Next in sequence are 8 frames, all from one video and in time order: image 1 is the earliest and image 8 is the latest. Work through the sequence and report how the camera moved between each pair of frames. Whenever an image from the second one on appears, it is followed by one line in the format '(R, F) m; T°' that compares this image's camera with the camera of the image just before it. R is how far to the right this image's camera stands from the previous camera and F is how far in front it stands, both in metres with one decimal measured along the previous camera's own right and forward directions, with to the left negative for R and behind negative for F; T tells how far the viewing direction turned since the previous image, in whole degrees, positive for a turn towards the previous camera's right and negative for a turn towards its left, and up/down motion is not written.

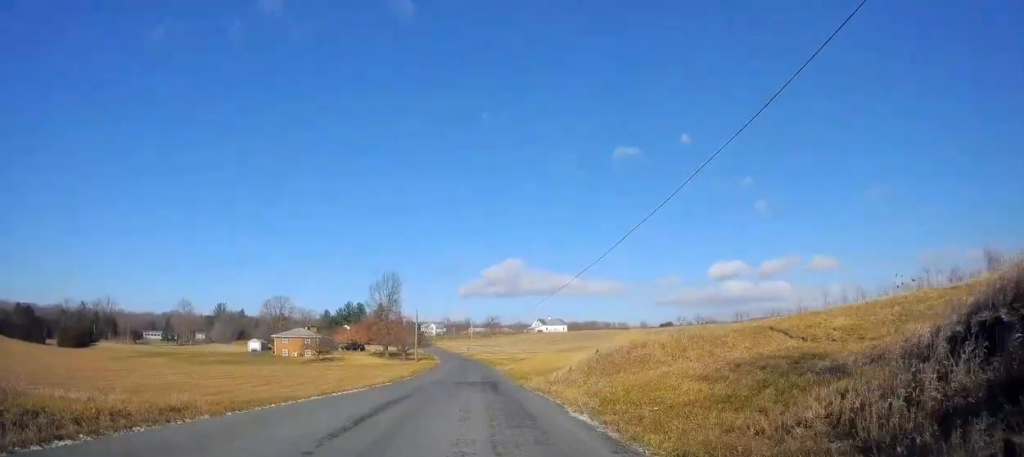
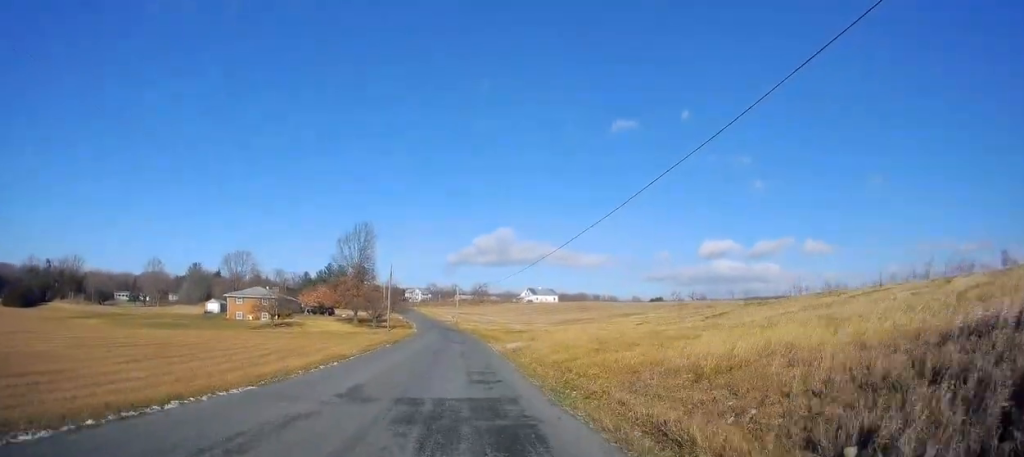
(0.0, +18.2) m; -1°
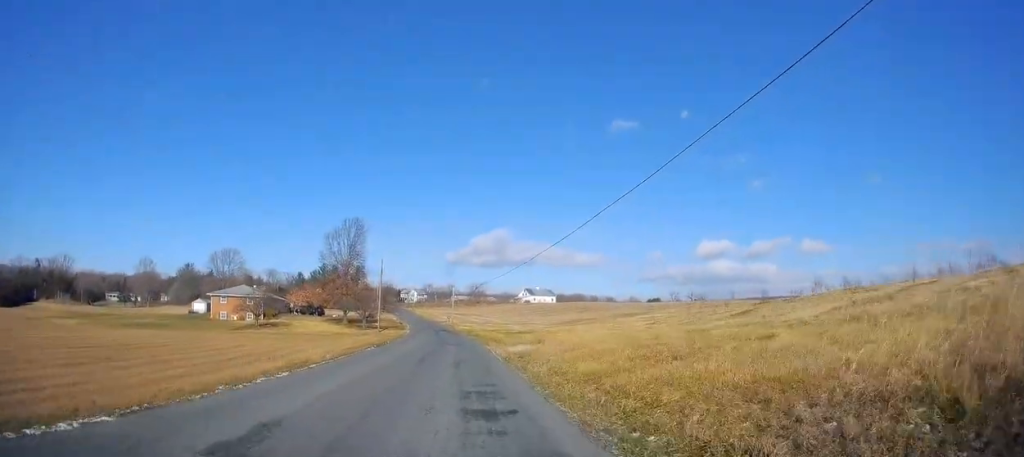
(+0.3, +5.3) m; -2°
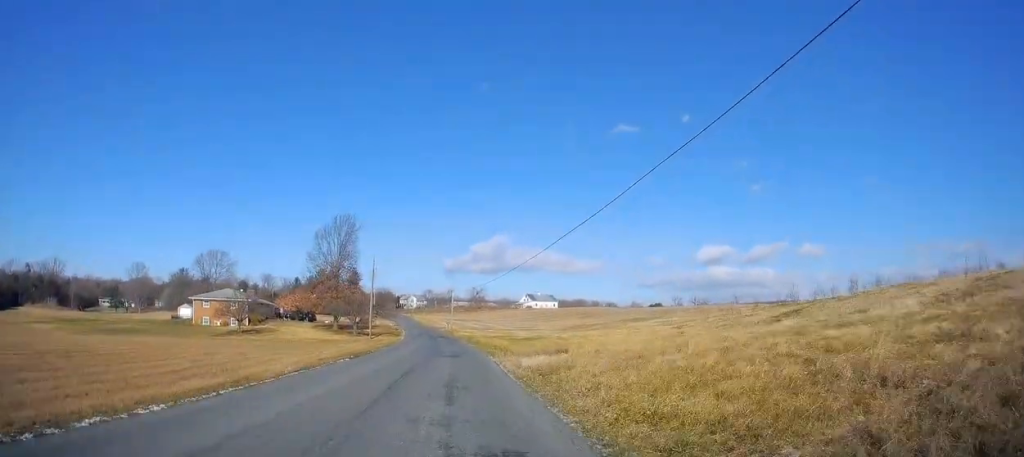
(-0.5, +6.5) m; -2°
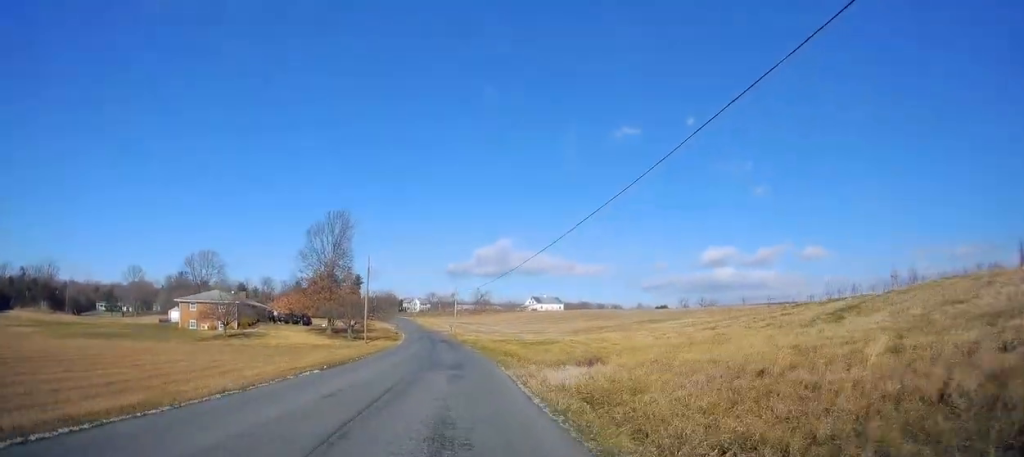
(-0.2, +5.7) m; +1°
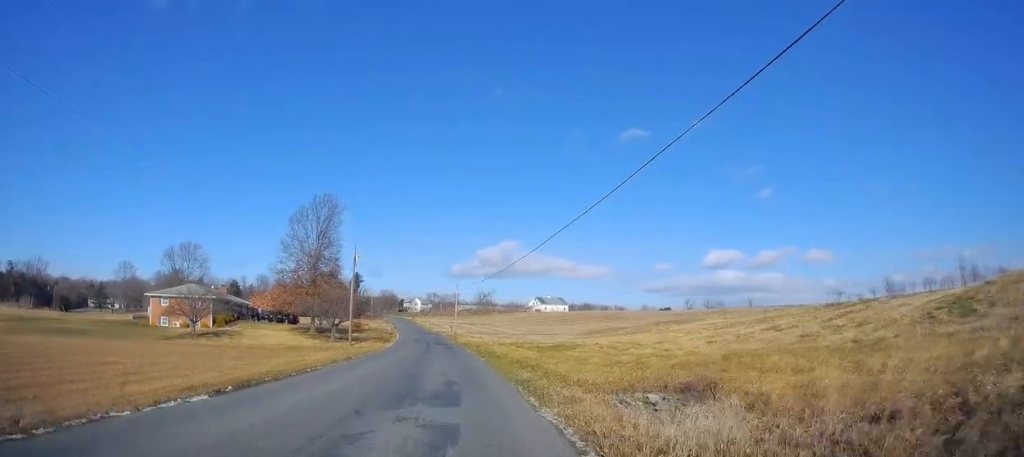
(+0.5, +8.9) m; +4°
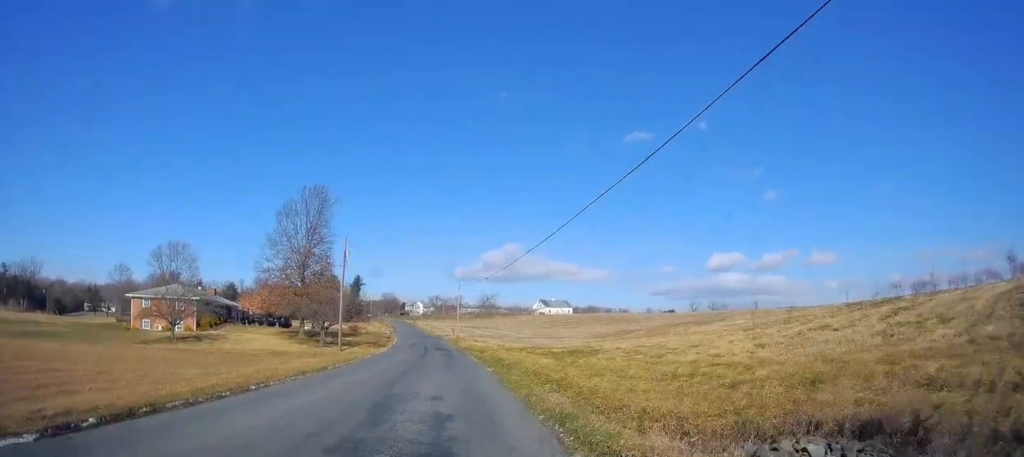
(+0.3, +5.4) m; -1°
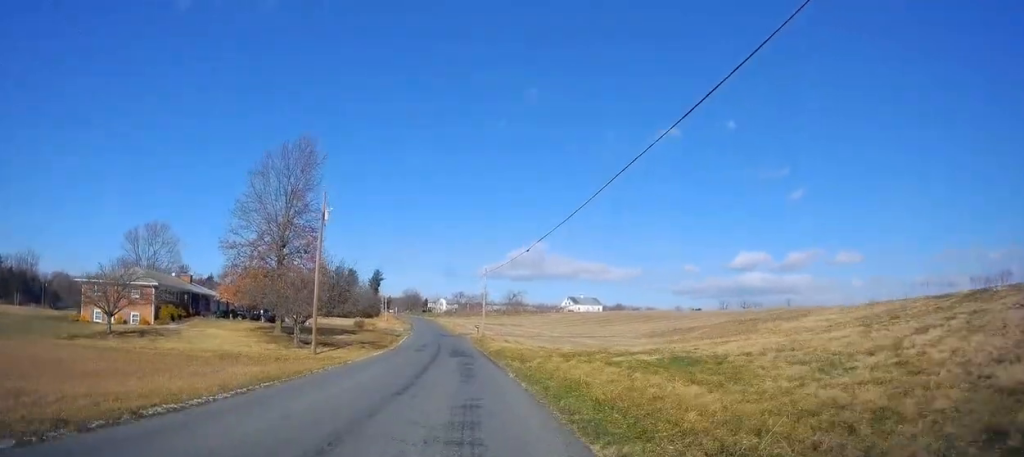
(-0.8, +15.0) m; -4°
